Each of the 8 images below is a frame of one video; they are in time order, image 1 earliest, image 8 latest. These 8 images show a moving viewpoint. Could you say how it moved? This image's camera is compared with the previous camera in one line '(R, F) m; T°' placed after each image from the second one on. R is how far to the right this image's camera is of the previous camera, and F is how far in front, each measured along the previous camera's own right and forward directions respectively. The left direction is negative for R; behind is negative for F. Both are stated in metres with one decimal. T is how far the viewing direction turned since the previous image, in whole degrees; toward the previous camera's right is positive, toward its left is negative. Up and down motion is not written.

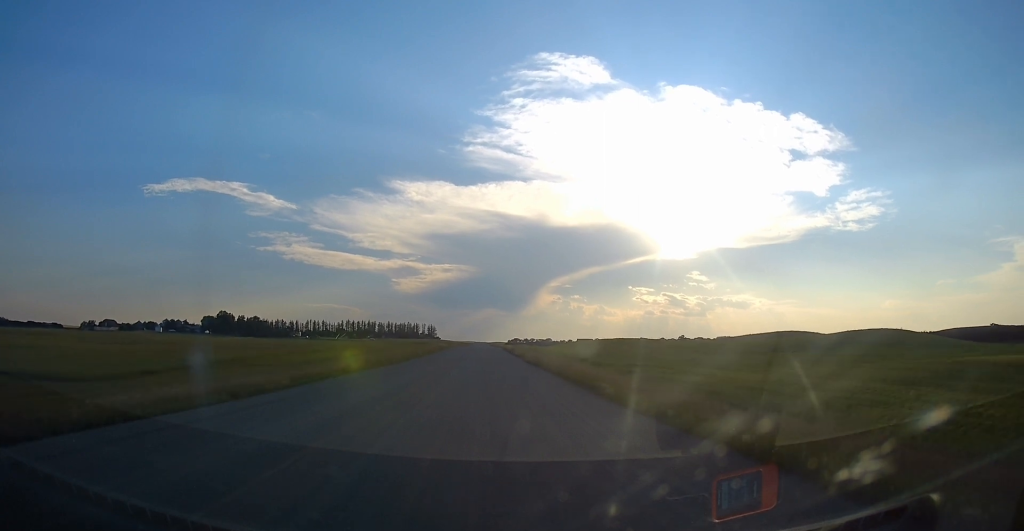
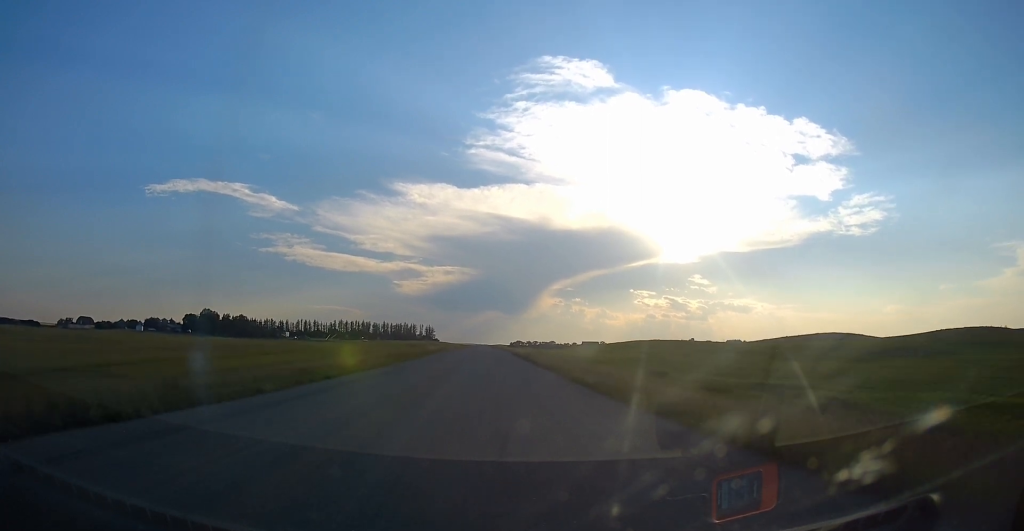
(0.0, +30.5) m; 0°
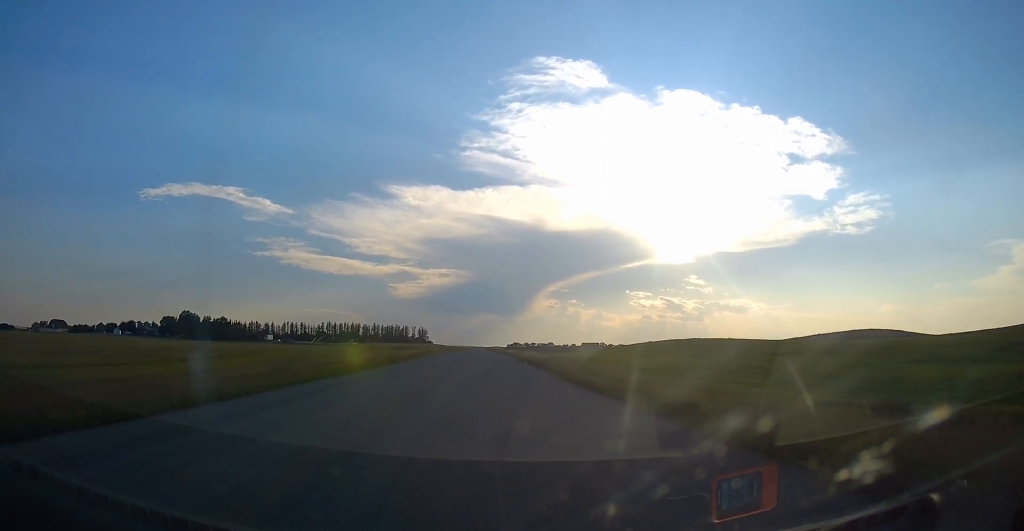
(0.0, +25.6) m; 0°
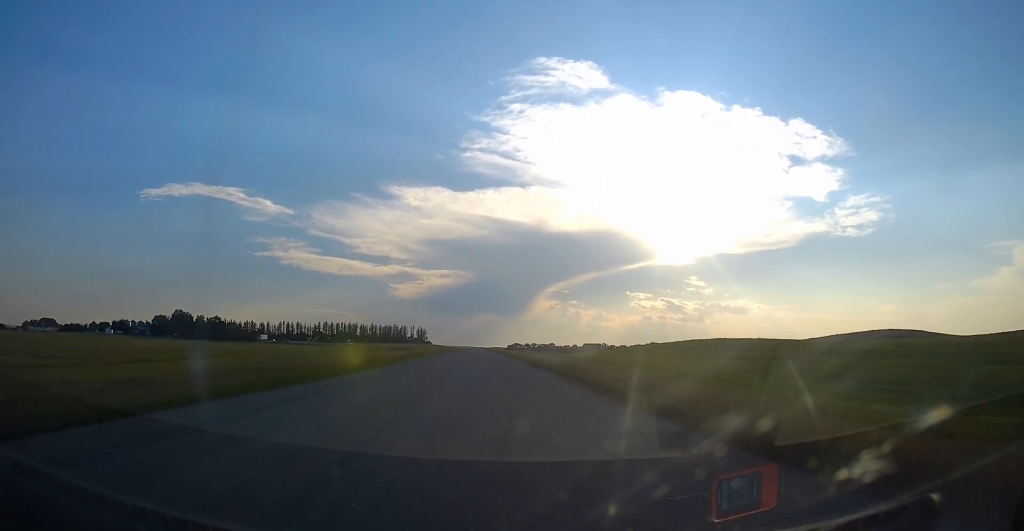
(0.0, +10.8) m; +1°
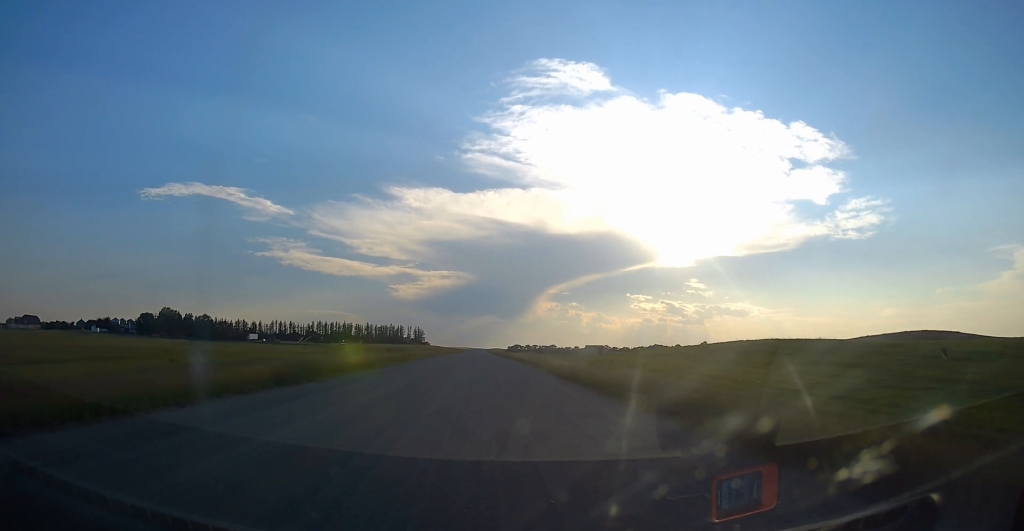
(+0.3, +16.5) m; 0°
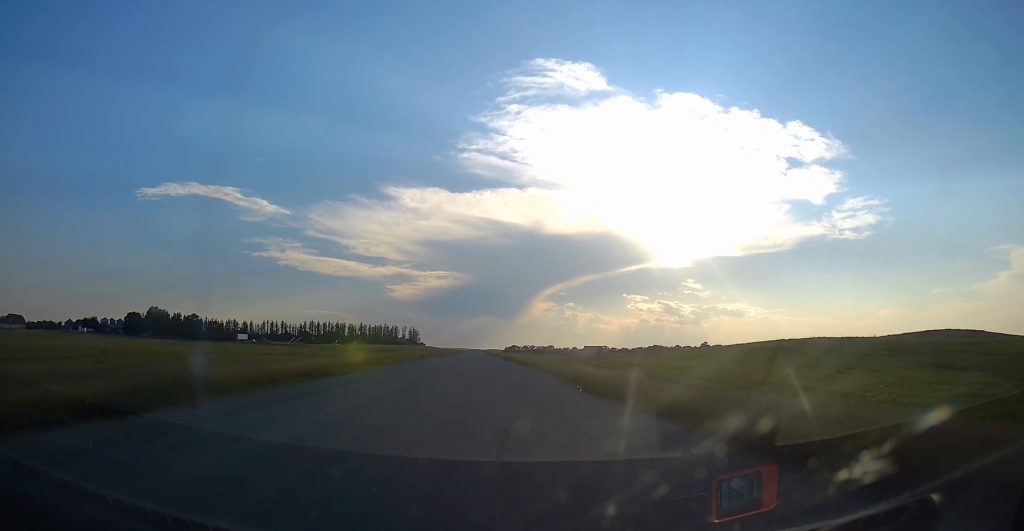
(0.0, +11.4) m; 0°
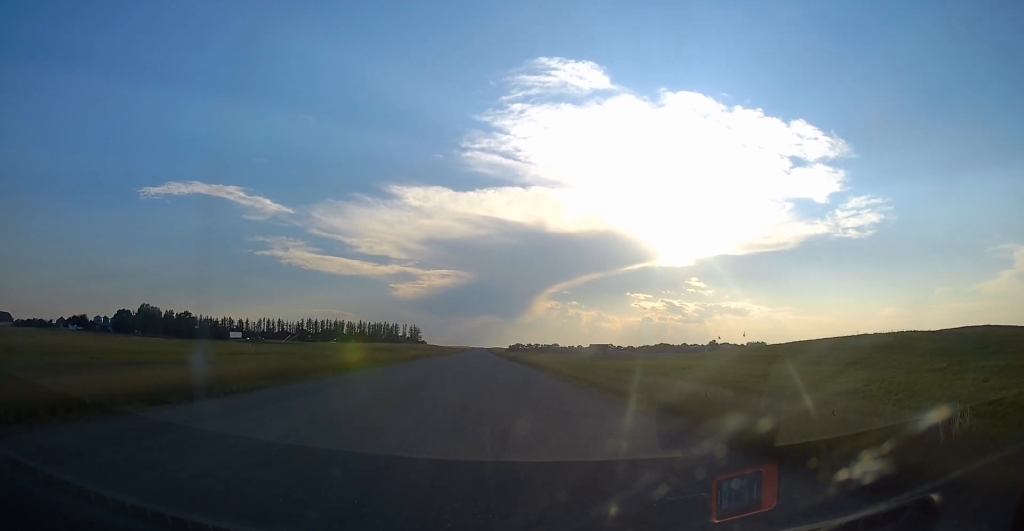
(-0.3, +14.2) m; -1°
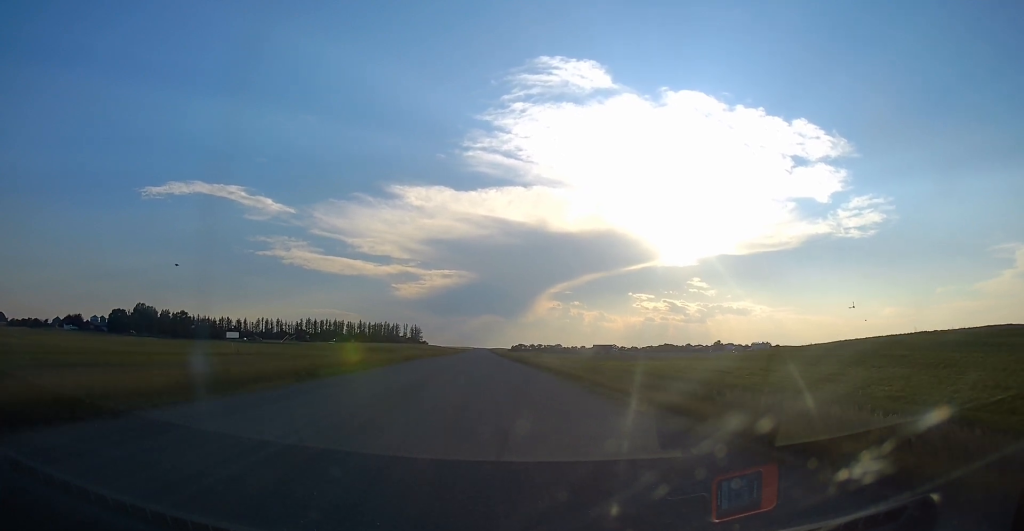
(0.0, +7.4) m; 0°
